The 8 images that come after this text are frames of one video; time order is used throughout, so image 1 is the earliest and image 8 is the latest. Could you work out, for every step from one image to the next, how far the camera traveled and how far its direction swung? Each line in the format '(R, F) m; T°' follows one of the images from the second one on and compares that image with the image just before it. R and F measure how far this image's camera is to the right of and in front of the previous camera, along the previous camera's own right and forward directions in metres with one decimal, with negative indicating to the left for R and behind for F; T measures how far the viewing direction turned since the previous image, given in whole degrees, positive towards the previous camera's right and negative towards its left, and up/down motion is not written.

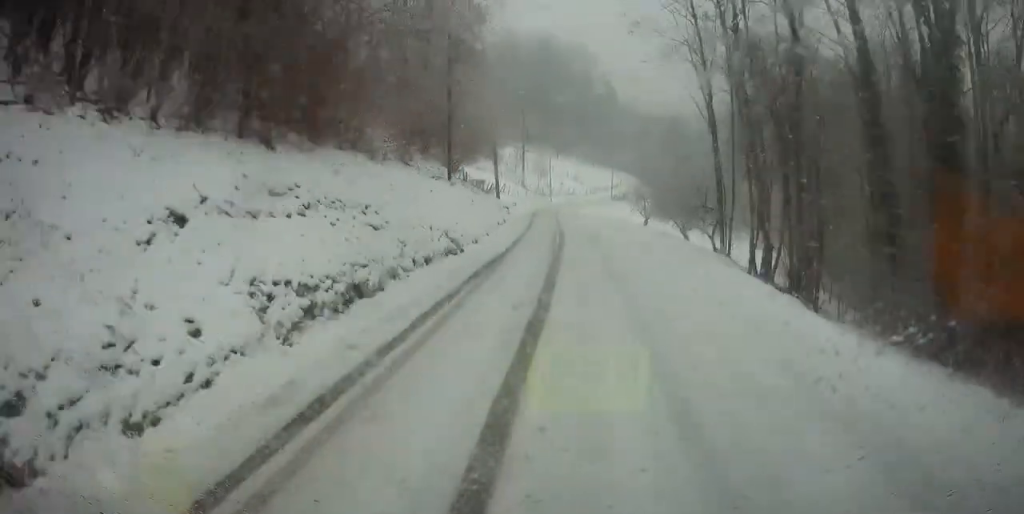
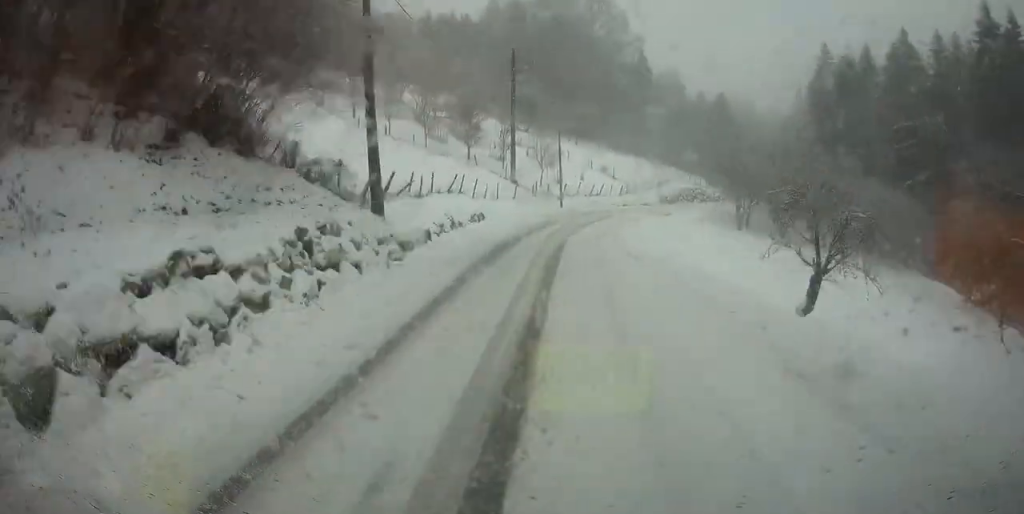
(-1.4, +37.7) m; +4°
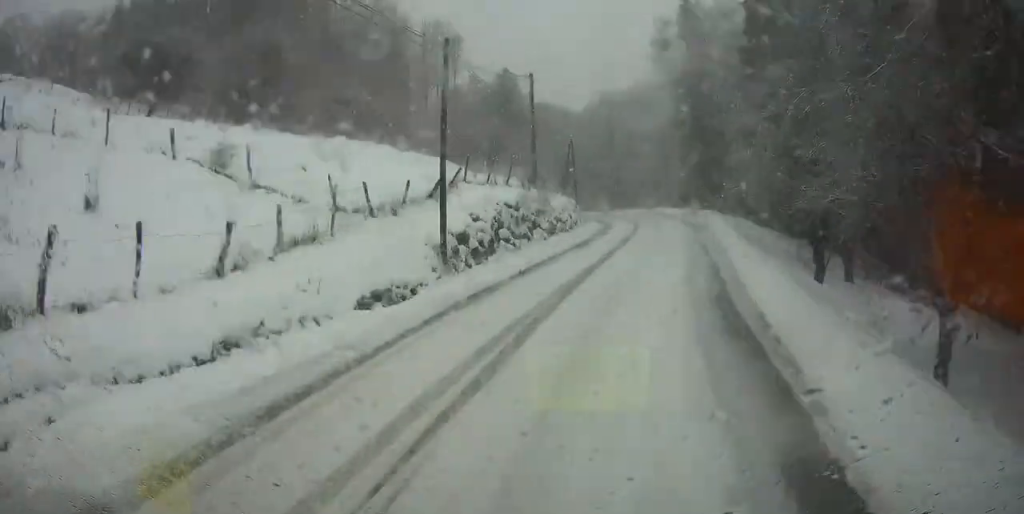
(+5.8, +51.2) m; +7°
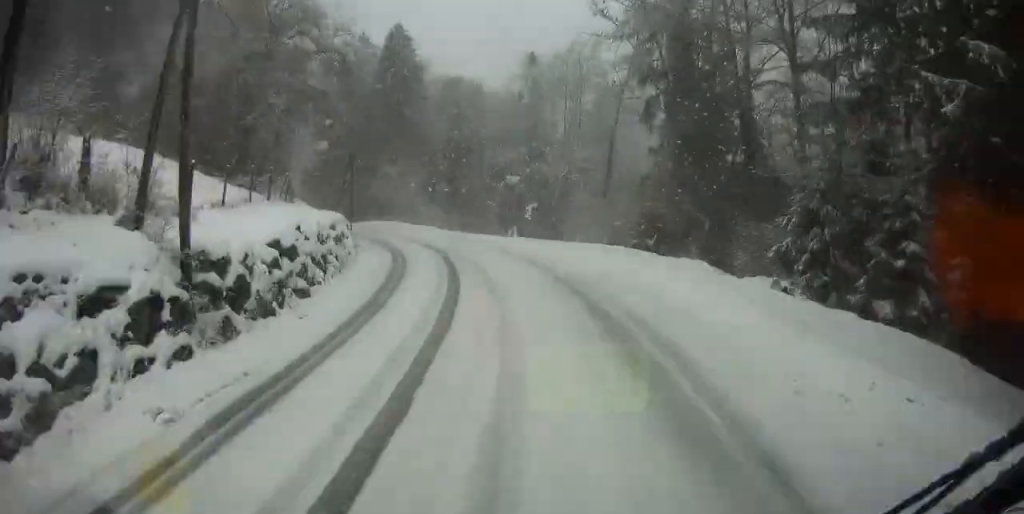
(+0.8, +39.2) m; -5°
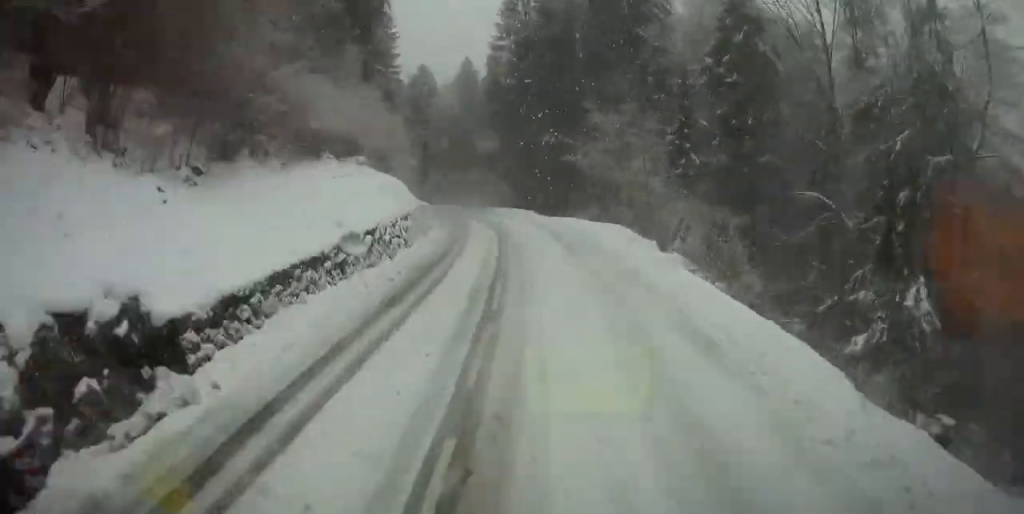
(-1.4, +38.1) m; -10°
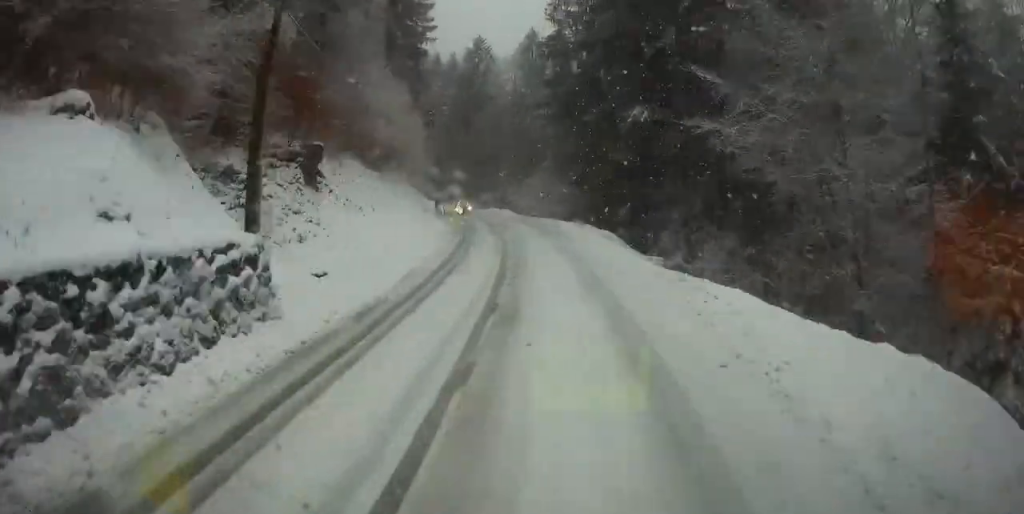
(-2.4, +23.5) m; -8°
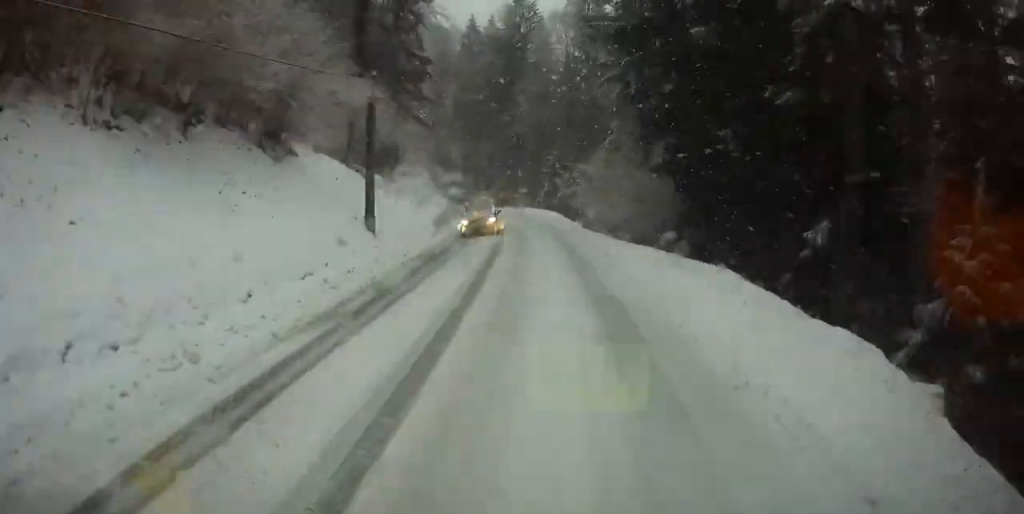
(-1.2, +23.3) m; -7°
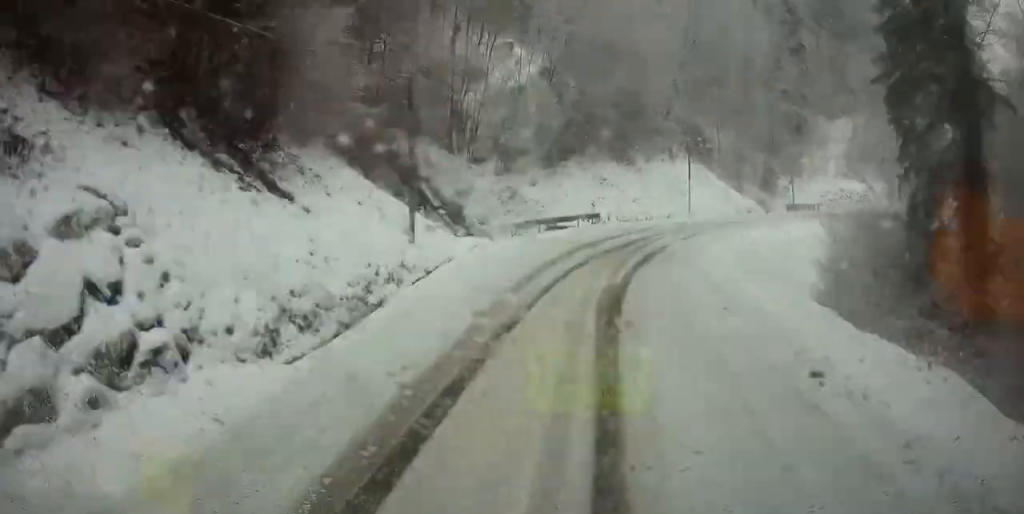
(-18.6, +92.6) m; -3°
